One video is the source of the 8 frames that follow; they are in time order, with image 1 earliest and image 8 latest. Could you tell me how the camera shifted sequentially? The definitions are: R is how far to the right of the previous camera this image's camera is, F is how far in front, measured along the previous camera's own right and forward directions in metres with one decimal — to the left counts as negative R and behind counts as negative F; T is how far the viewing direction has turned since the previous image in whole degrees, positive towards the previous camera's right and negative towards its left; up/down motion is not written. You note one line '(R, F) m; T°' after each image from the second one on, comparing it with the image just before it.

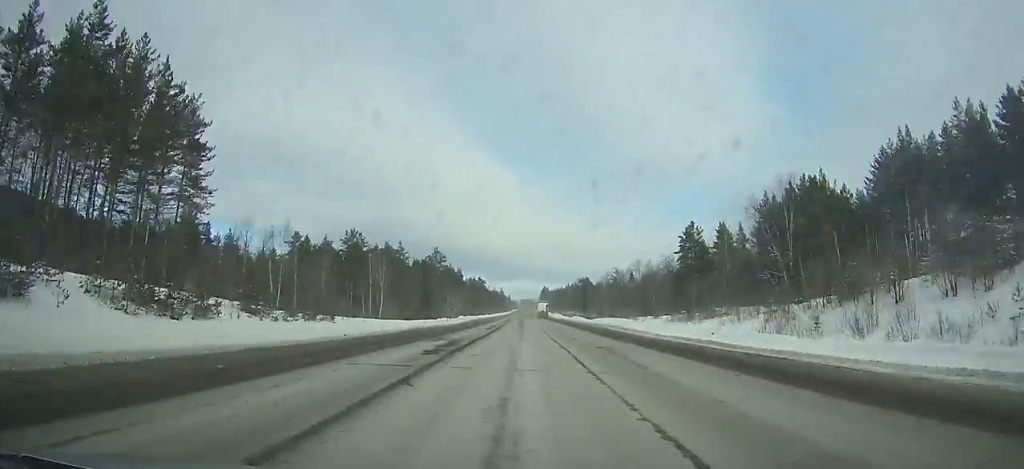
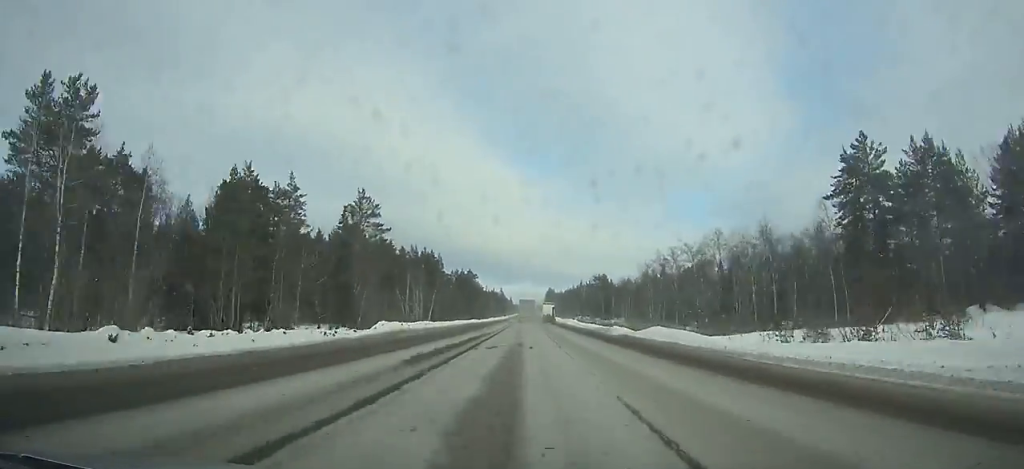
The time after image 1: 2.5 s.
(-0.1, +71.5) m; 0°
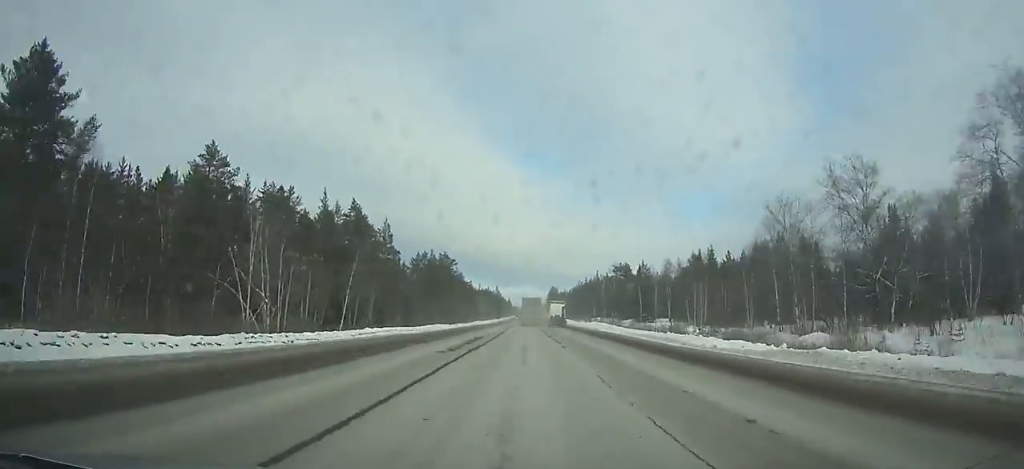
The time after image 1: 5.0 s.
(-0.1, +71.7) m; 0°
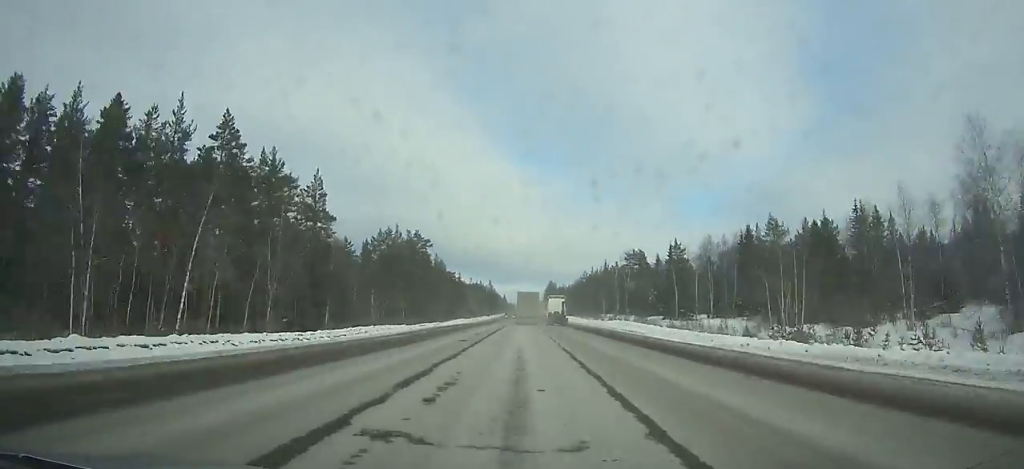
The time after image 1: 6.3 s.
(0.0, +36.5) m; 0°
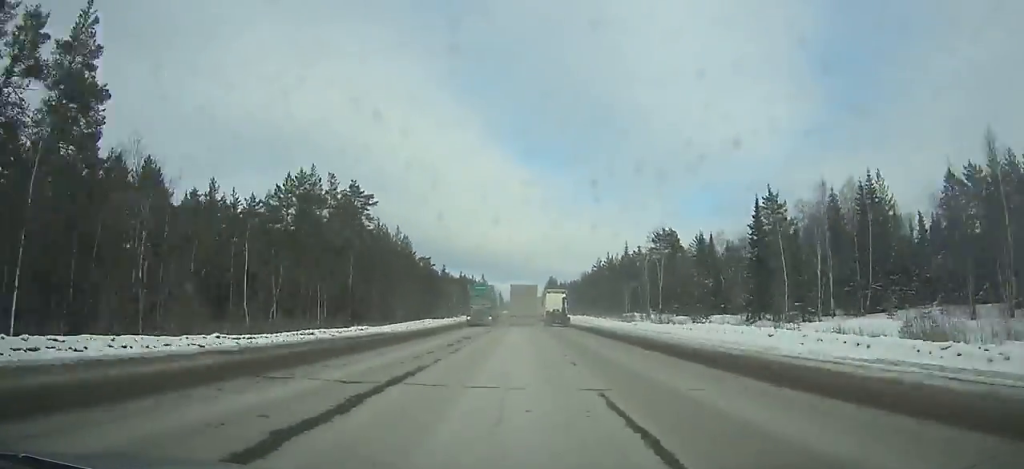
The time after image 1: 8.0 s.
(0.0, +46.2) m; 0°
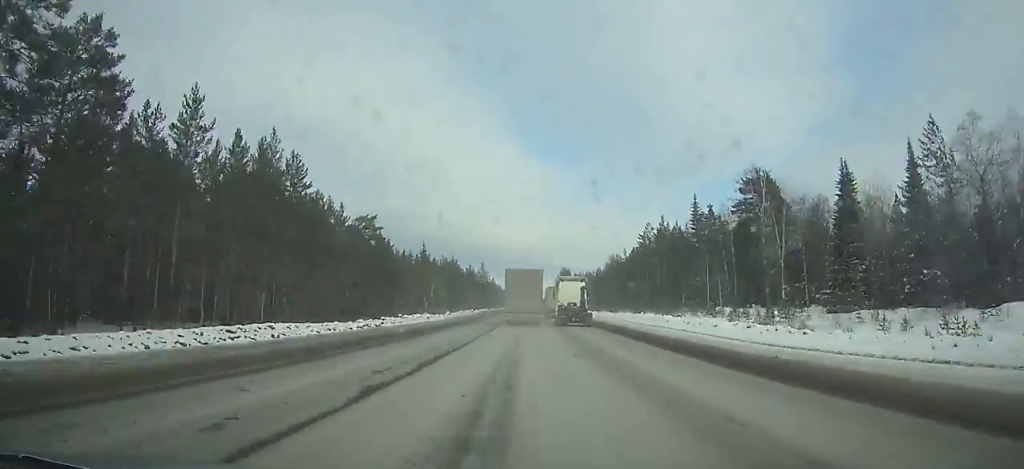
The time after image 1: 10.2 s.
(+0.1, +57.0) m; 0°
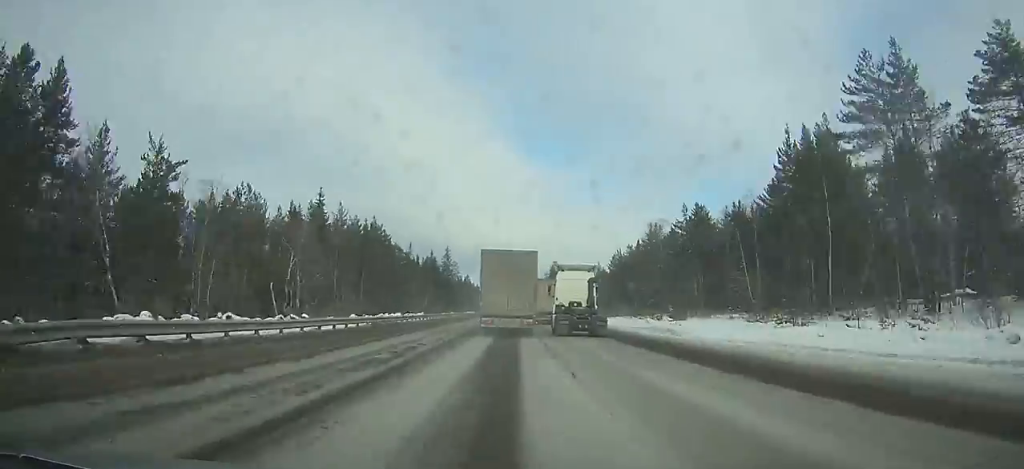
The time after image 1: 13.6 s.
(-0.3, +75.2) m; 0°
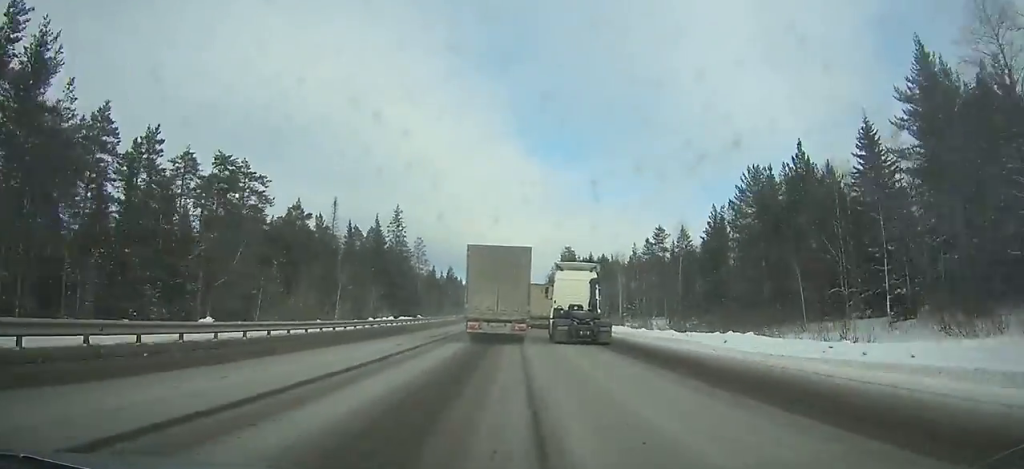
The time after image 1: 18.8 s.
(+0.8, +91.8) m; +1°
